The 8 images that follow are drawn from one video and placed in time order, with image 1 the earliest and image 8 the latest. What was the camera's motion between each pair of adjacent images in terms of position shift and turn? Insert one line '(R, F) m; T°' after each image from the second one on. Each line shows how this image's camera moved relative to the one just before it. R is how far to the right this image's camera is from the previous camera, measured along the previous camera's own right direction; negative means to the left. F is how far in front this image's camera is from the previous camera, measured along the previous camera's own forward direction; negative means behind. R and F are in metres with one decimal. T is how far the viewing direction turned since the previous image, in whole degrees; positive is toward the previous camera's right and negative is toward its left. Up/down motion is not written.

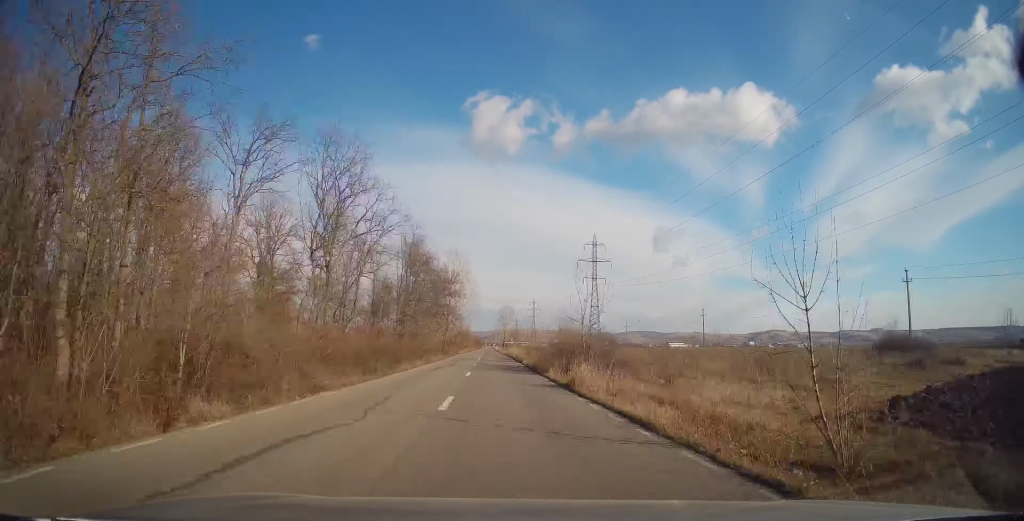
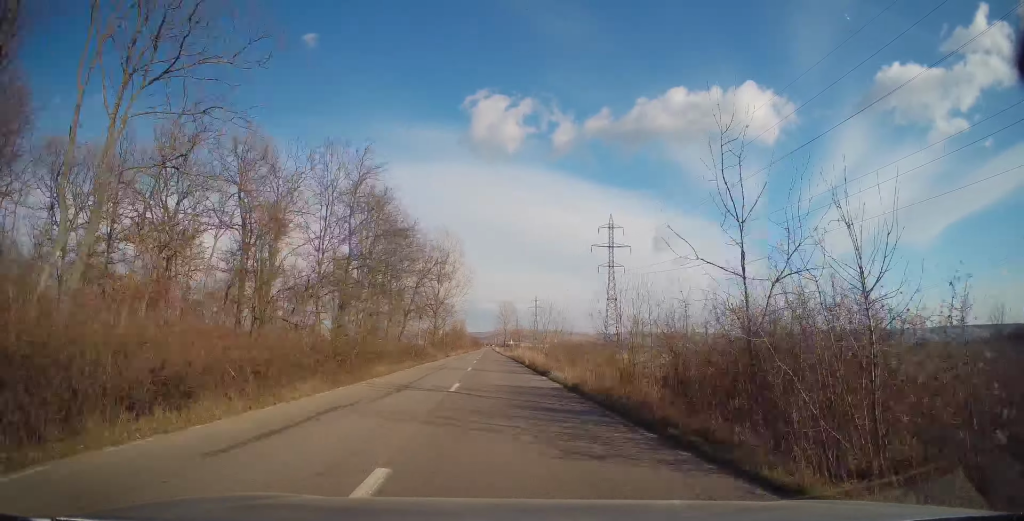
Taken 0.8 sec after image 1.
(+0.1, +20.6) m; 0°
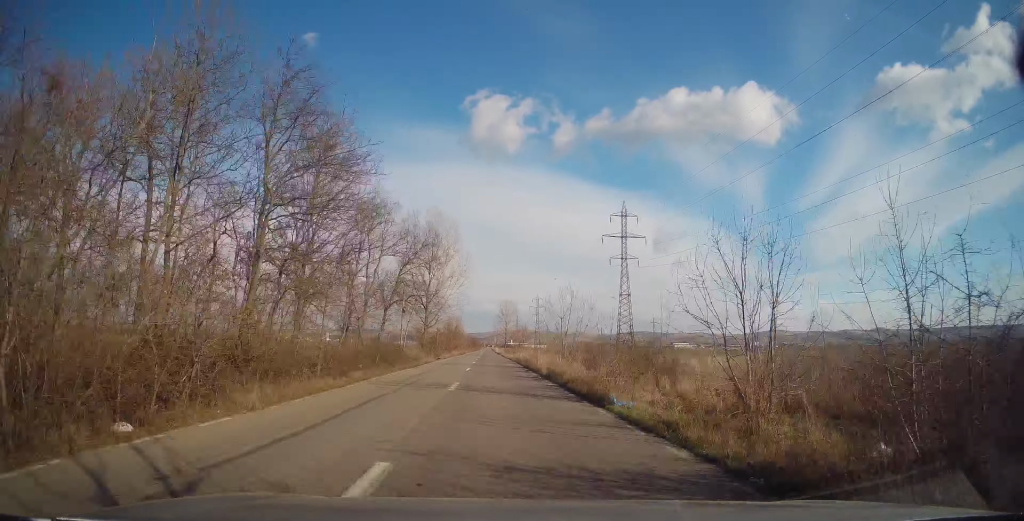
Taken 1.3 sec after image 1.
(0.0, +11.3) m; 0°
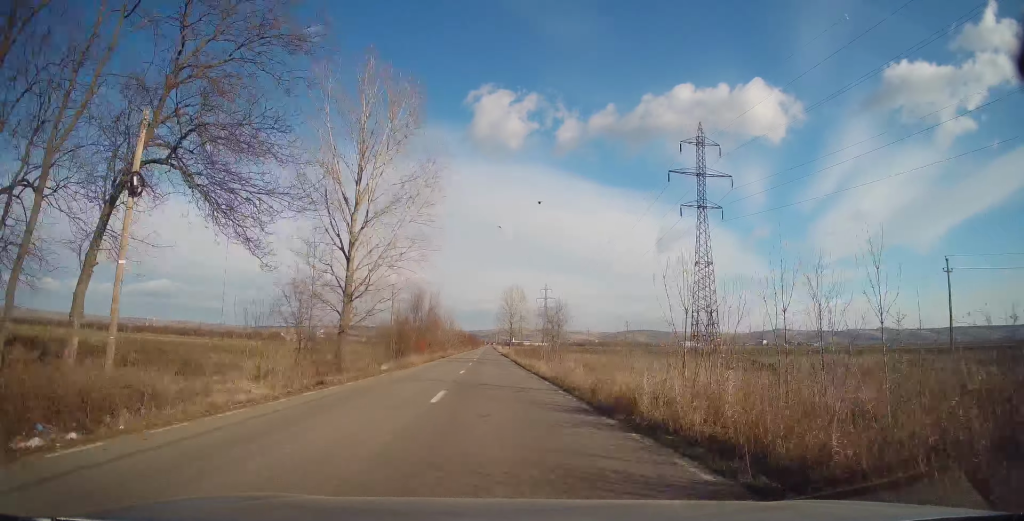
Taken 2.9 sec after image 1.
(0.0, +38.9) m; 0°
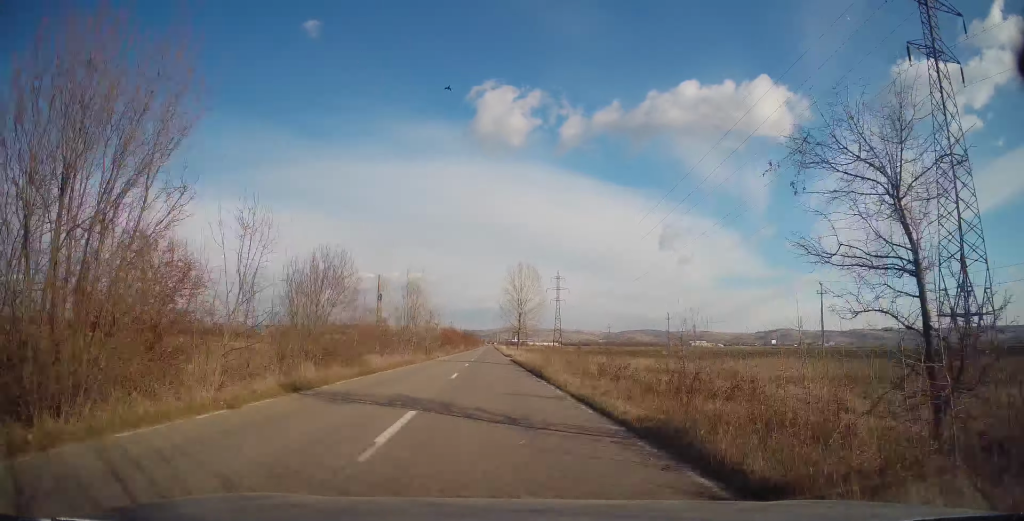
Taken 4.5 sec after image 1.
(-0.1, +40.6) m; 0°
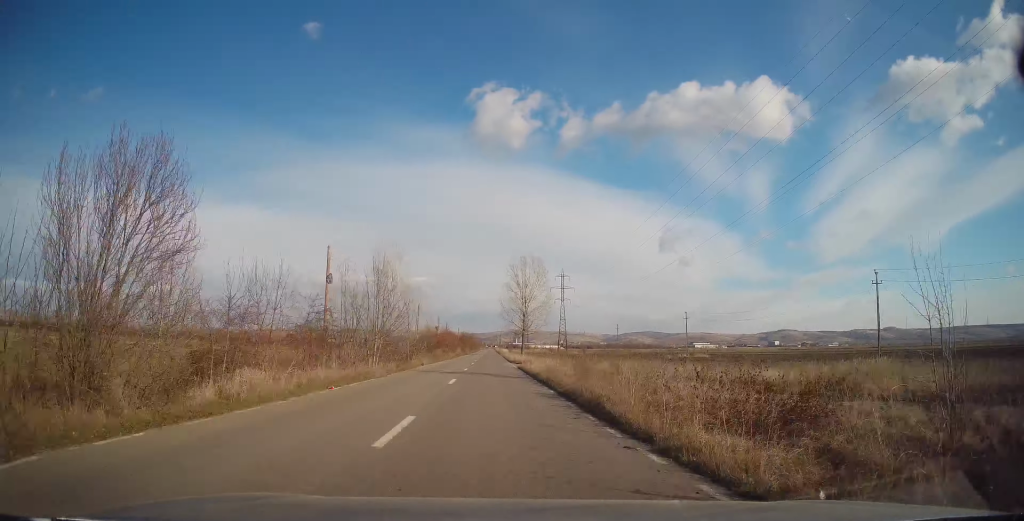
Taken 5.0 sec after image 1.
(0.0, +12.2) m; 0°
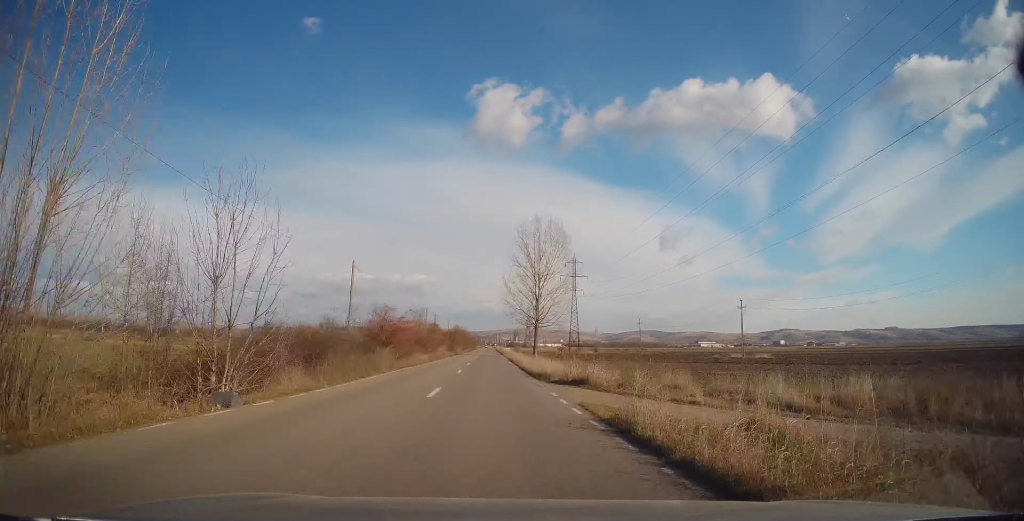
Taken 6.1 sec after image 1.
(+0.1, +29.1) m; -1°
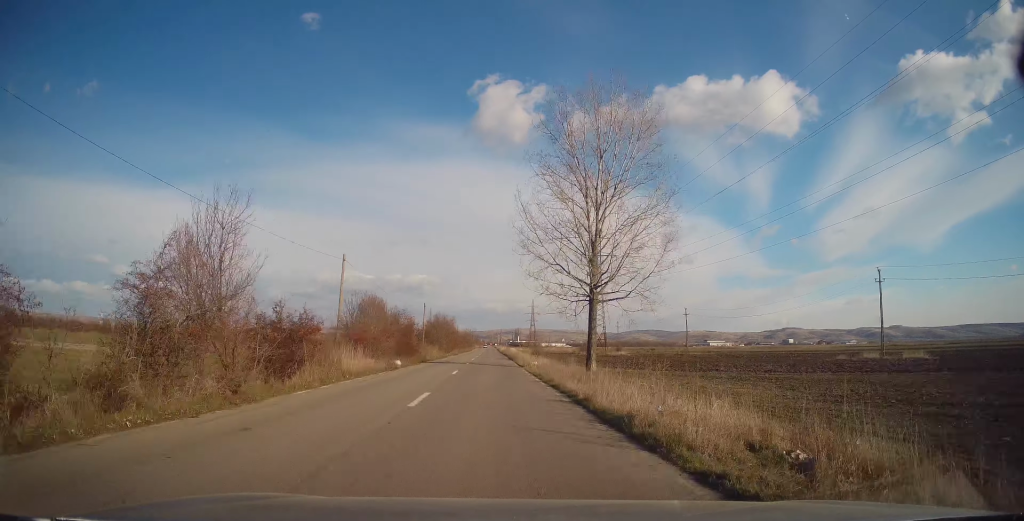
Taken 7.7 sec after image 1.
(-0.4, +38.5) m; 0°
